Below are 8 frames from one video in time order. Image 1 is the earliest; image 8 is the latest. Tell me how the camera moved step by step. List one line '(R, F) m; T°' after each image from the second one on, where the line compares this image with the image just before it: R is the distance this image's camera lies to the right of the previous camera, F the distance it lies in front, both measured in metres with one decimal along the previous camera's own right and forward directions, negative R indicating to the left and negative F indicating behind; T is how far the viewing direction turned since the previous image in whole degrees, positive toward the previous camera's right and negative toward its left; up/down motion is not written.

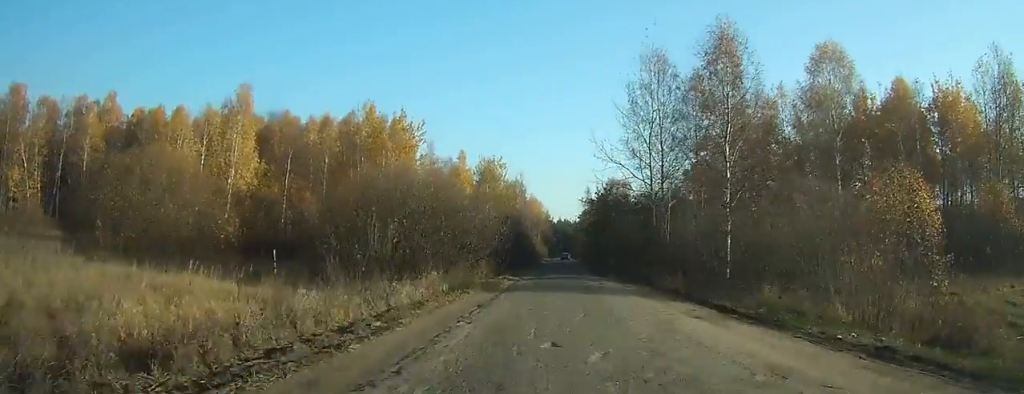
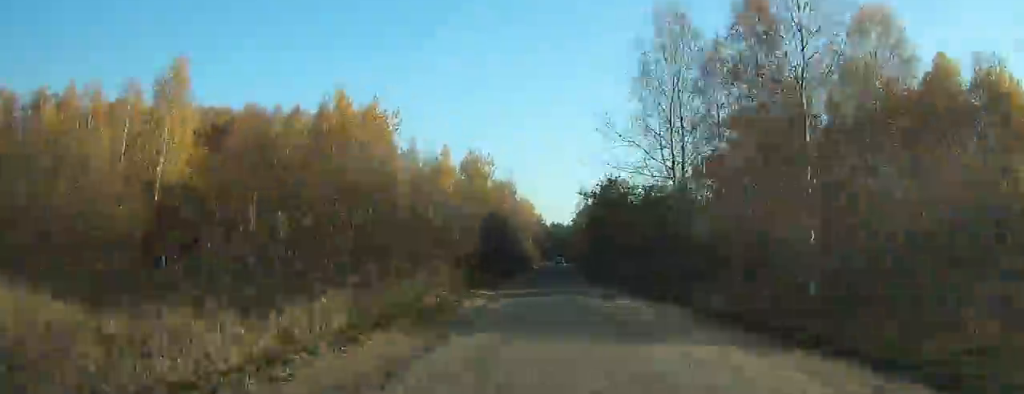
(-0.1, +8.9) m; 0°
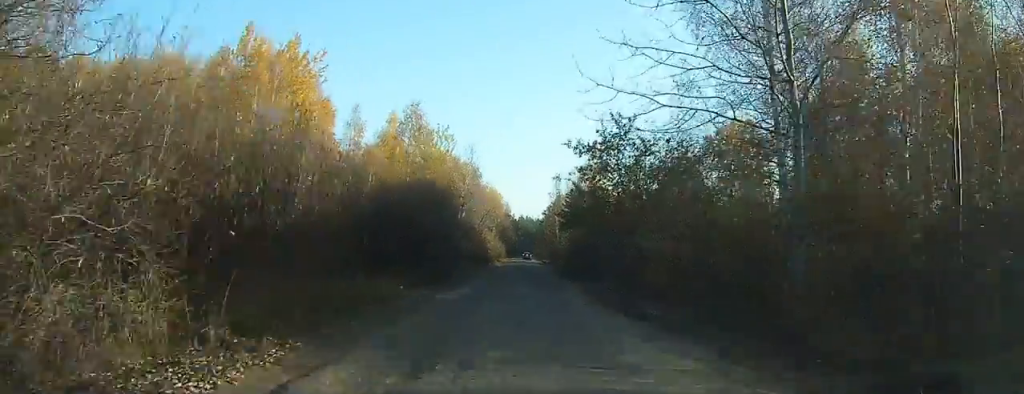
(+0.1, +16.1) m; 0°
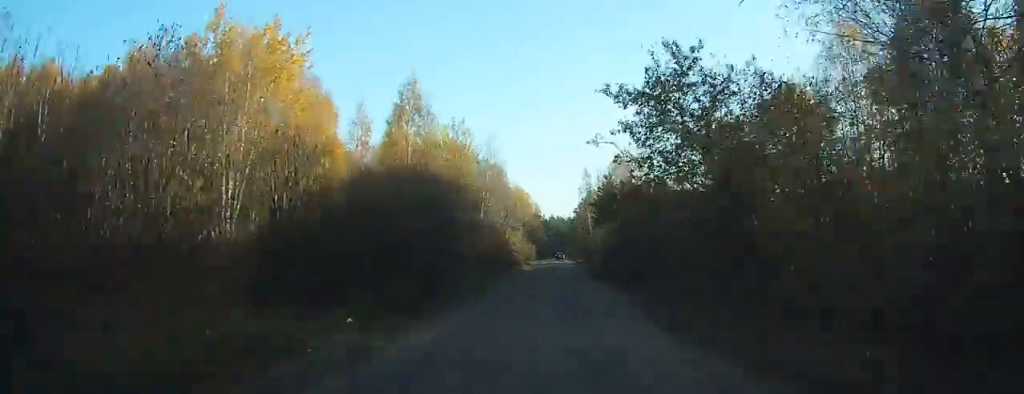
(0.0, +7.5) m; 0°
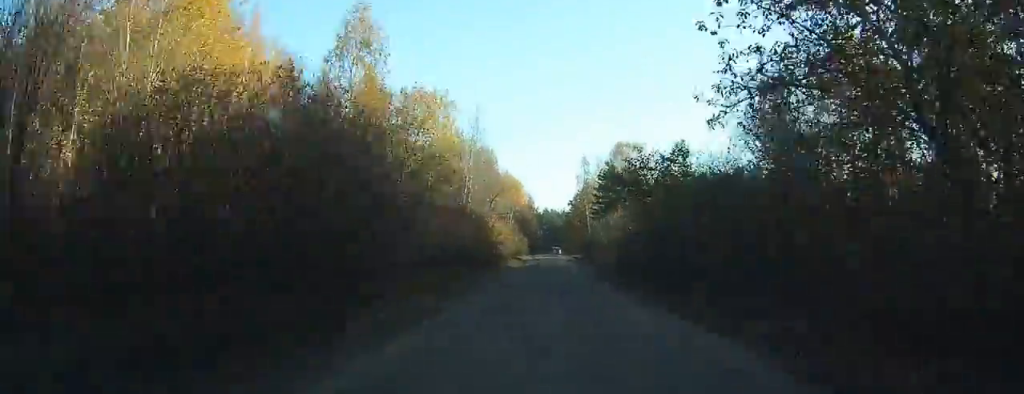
(+0.1, +10.1) m; -1°
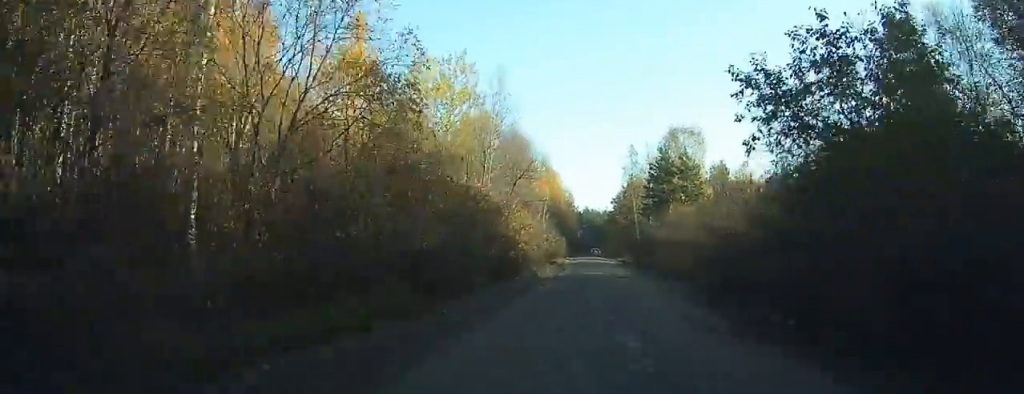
(-0.3, +16.3) m; -1°
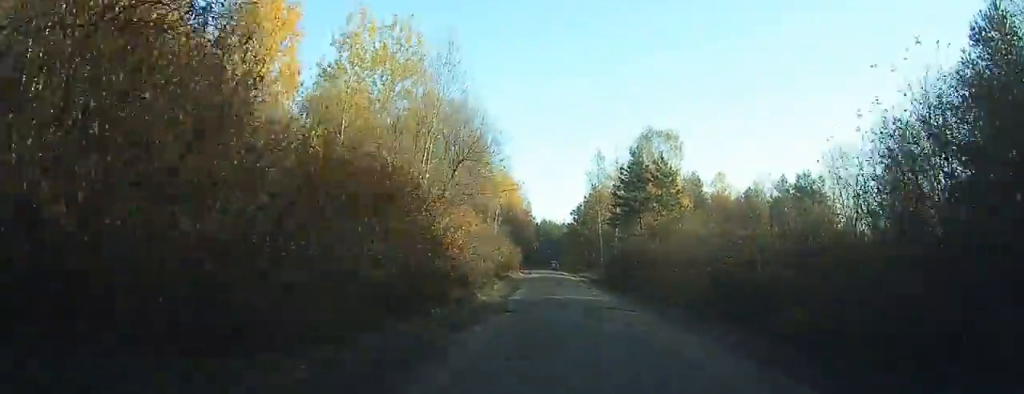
(0.0, +10.7) m; 0°
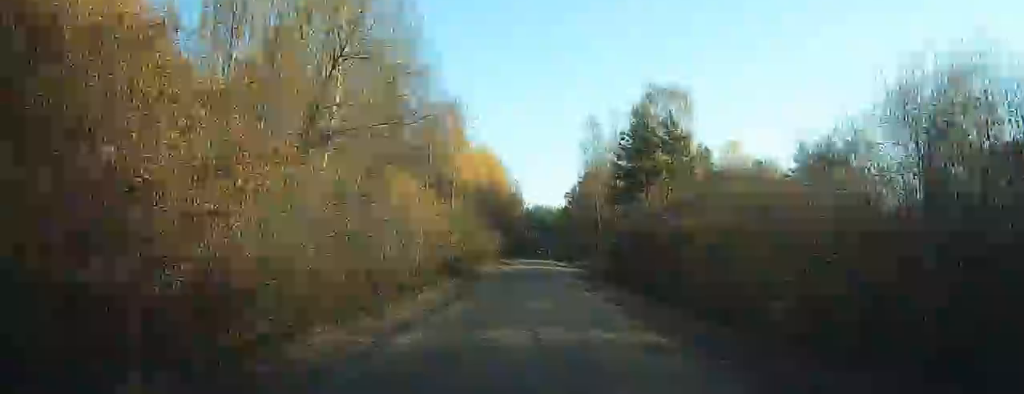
(+0.1, +13.3) m; -2°
